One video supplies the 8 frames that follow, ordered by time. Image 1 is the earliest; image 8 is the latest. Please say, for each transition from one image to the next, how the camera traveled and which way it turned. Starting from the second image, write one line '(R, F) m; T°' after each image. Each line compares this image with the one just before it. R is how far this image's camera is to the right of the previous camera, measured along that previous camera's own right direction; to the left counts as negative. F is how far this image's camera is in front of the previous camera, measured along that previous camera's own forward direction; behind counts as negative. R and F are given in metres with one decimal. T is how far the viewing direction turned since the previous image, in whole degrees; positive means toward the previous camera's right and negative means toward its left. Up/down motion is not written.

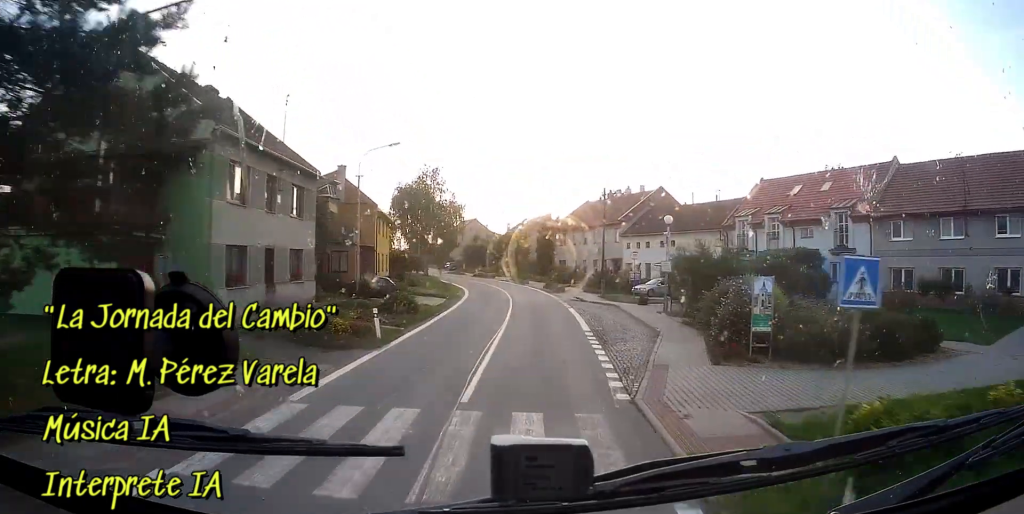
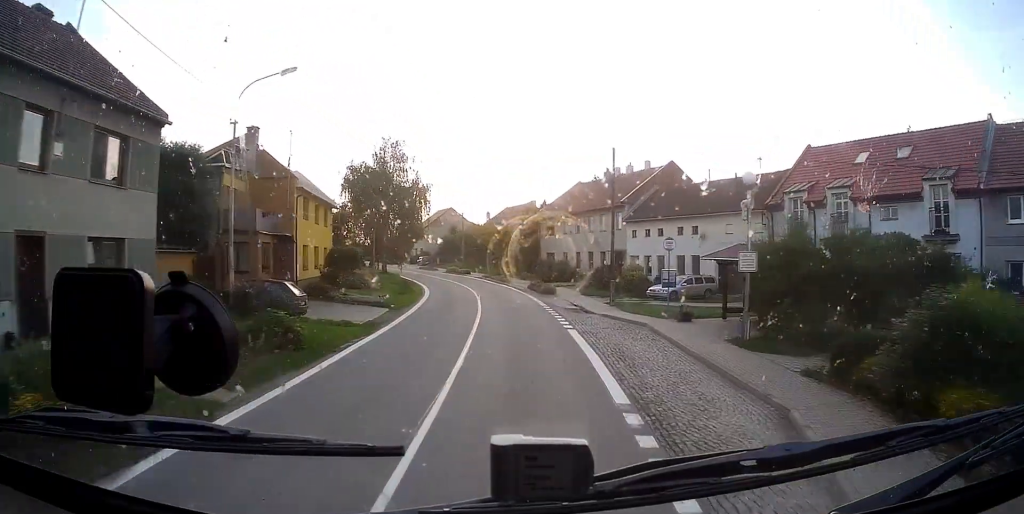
(0.0, +12.4) m; 0°
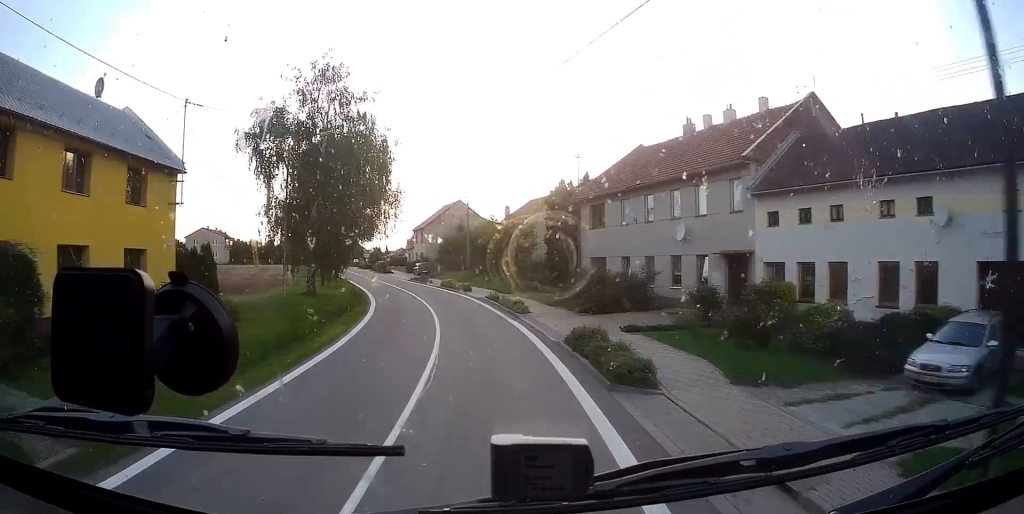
(0.0, +24.0) m; 0°
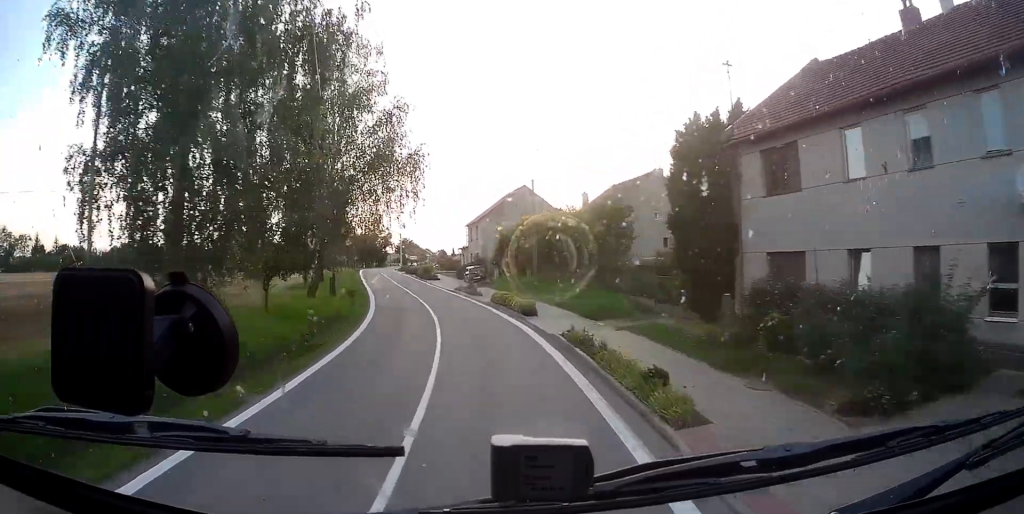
(-0.6, +17.8) m; -6°
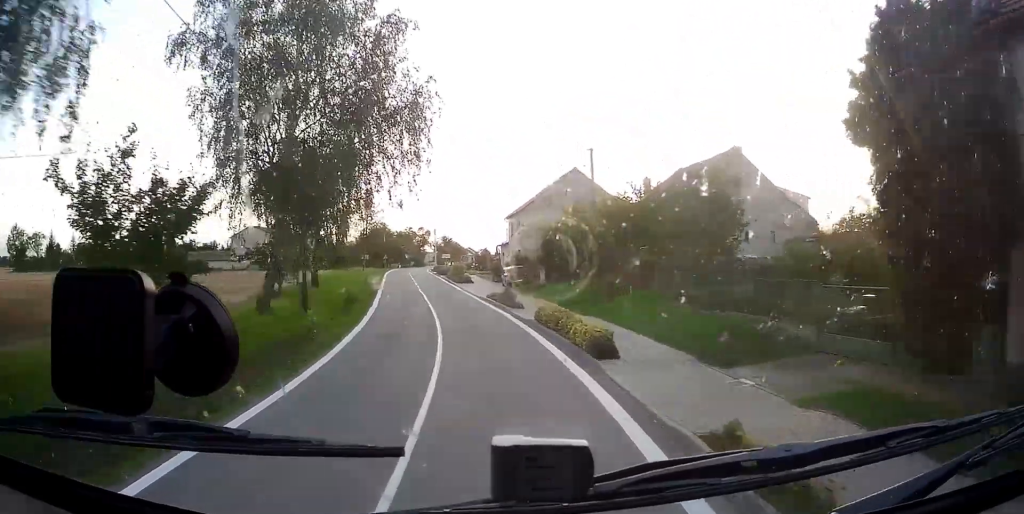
(-0.5, +10.9) m; -5°
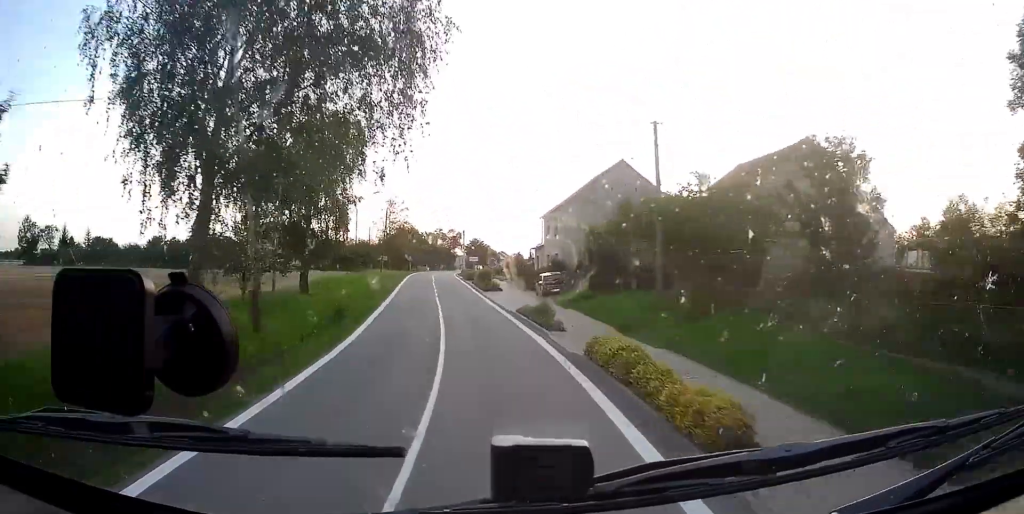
(-0.1, +7.3) m; -3°
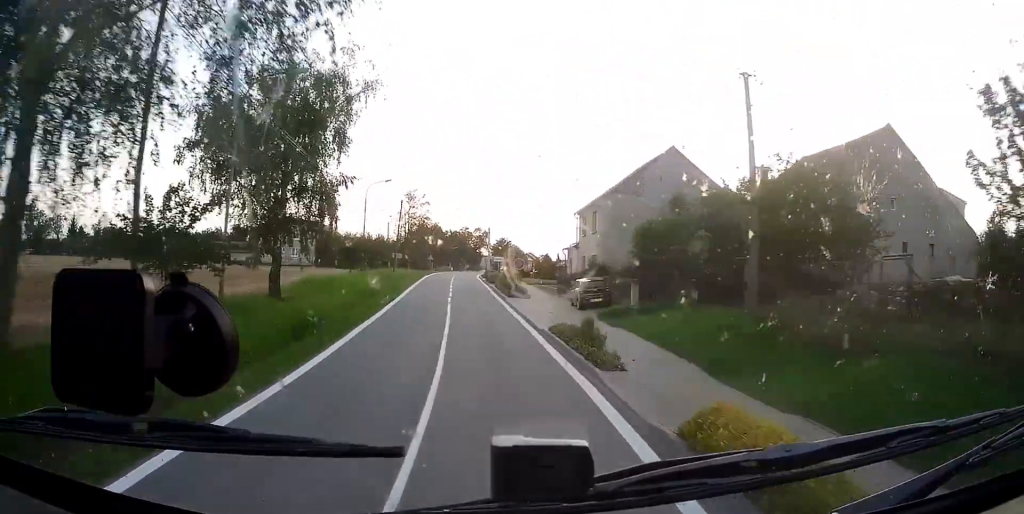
(-0.2, +7.1) m; -2°
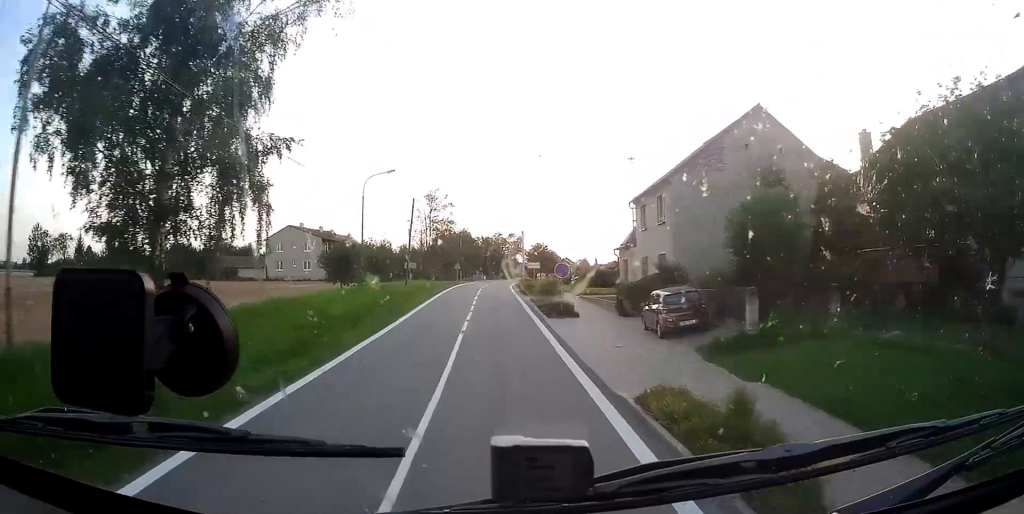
(-0.4, +10.9) m; -4°
